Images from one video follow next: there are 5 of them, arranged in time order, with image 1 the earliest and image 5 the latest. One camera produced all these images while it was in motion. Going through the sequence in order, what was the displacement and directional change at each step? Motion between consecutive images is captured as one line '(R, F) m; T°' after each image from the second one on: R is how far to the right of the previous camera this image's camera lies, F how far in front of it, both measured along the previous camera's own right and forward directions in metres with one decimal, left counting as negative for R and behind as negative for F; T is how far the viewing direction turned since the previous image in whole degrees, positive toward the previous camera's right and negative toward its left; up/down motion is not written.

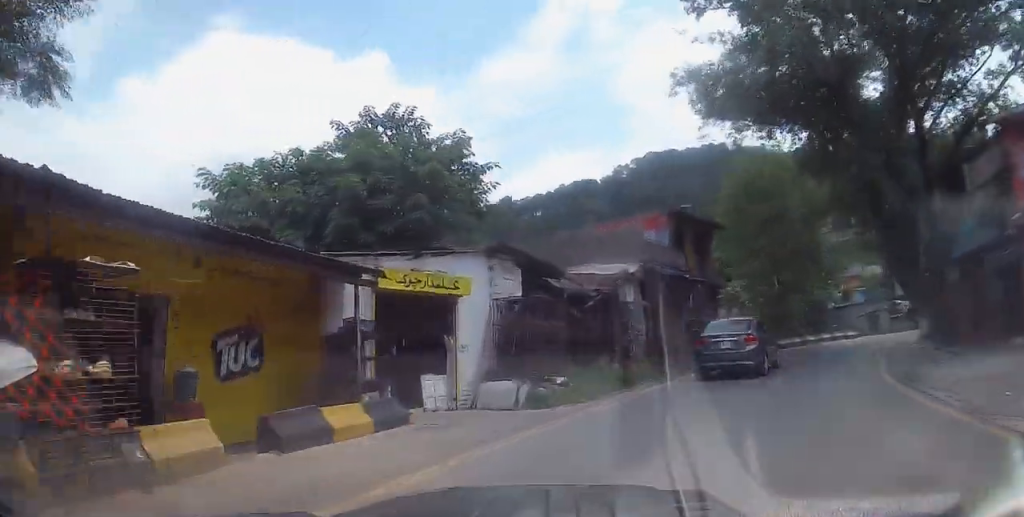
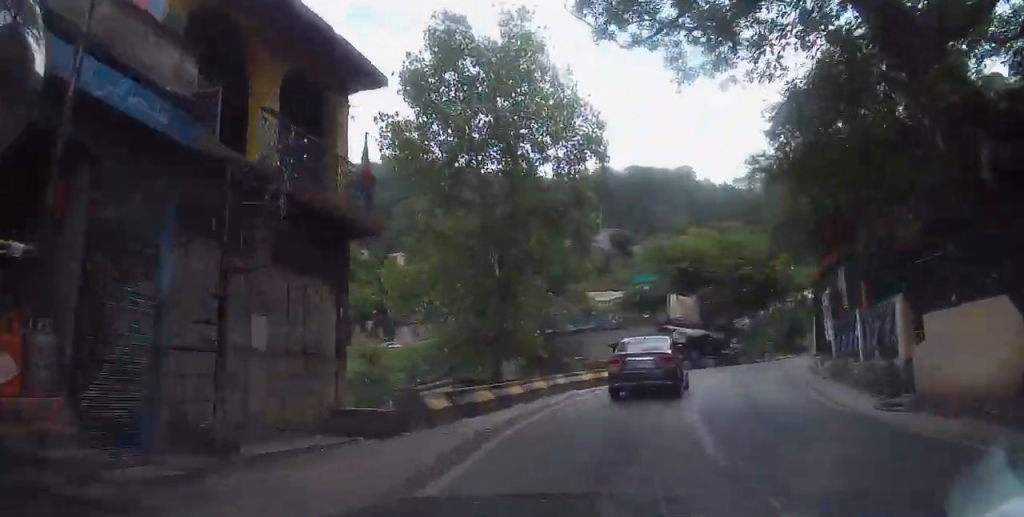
(+4.0, +19.5) m; +23°
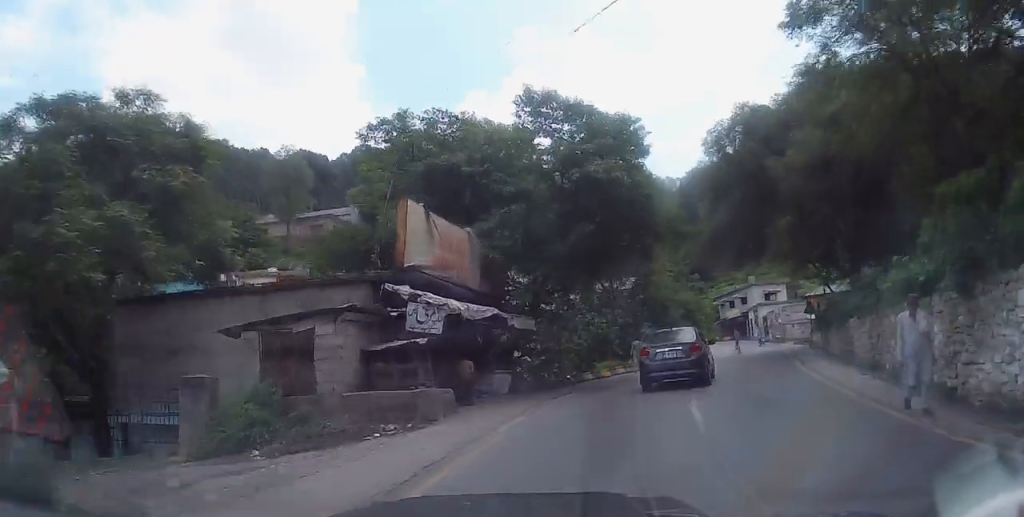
(+5.2, +23.8) m; +22°
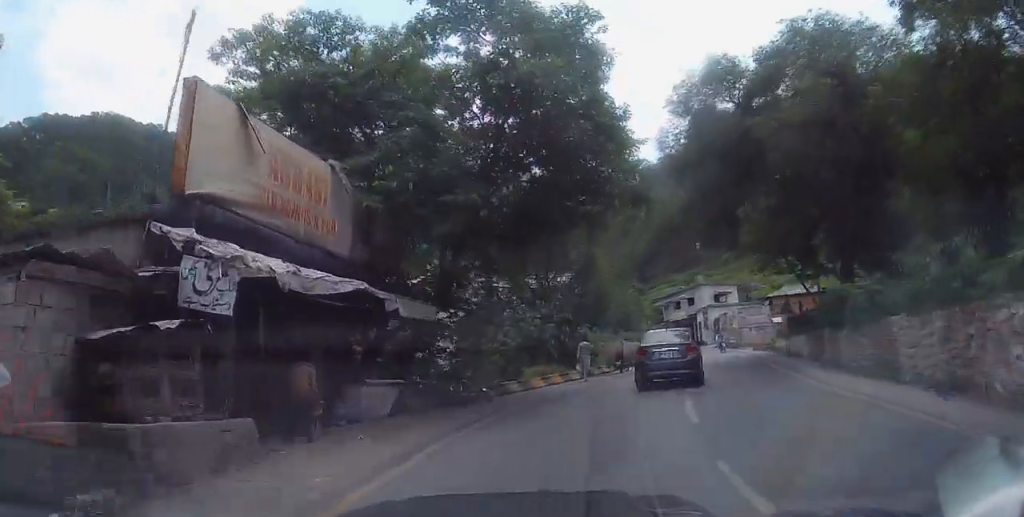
(+0.3, +6.3) m; +5°
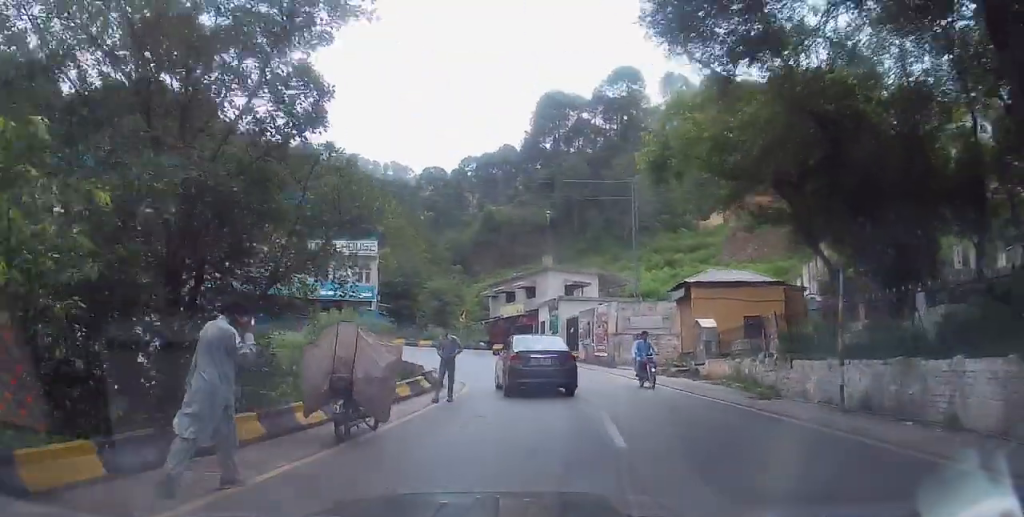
(+3.6, +19.9) m; +14°
